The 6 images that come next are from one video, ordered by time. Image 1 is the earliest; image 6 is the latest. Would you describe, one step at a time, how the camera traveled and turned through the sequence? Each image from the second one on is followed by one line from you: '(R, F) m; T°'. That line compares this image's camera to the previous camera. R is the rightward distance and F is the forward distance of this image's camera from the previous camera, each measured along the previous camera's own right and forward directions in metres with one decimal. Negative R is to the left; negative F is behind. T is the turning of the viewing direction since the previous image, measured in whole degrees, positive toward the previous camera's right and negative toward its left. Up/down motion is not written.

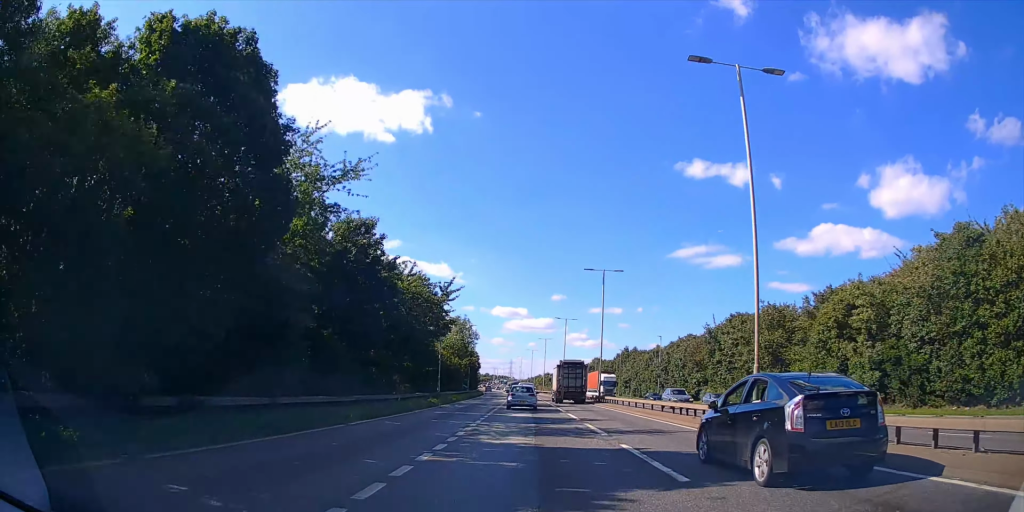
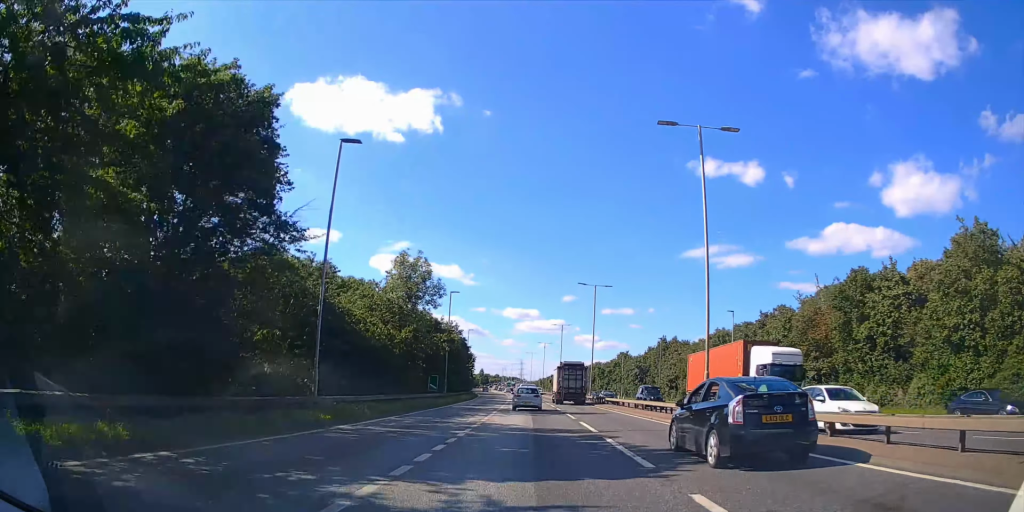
(-0.1, +26.0) m; -1°
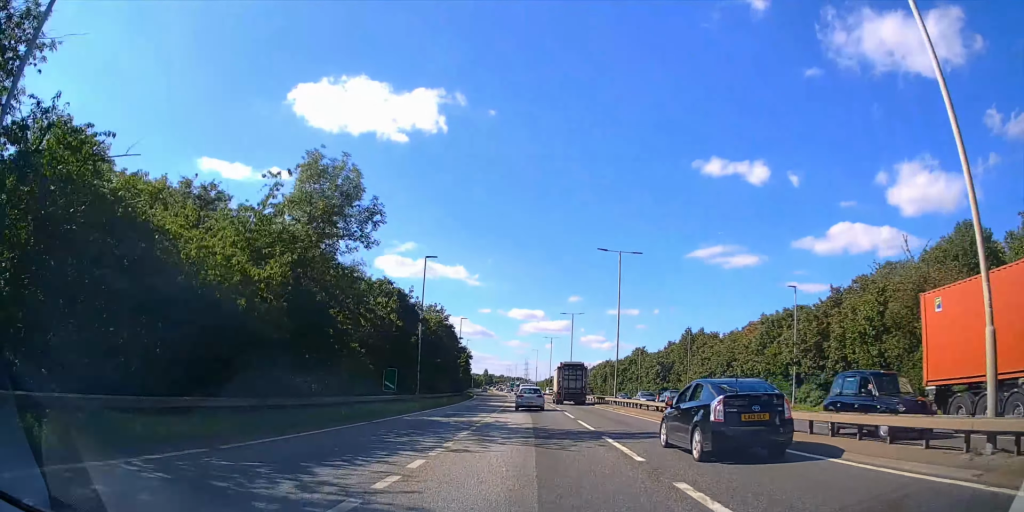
(-0.1, +12.5) m; -1°
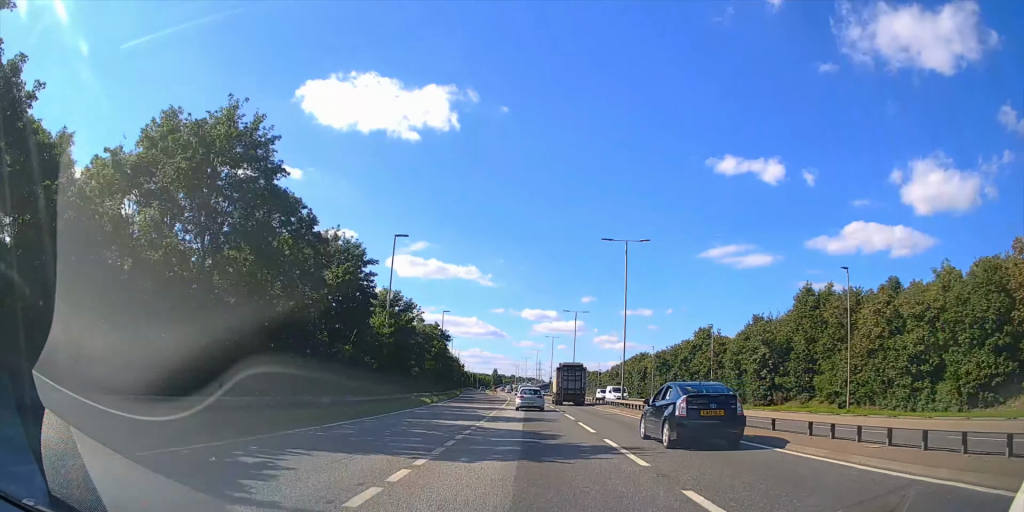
(-0.6, +42.3) m; -2°
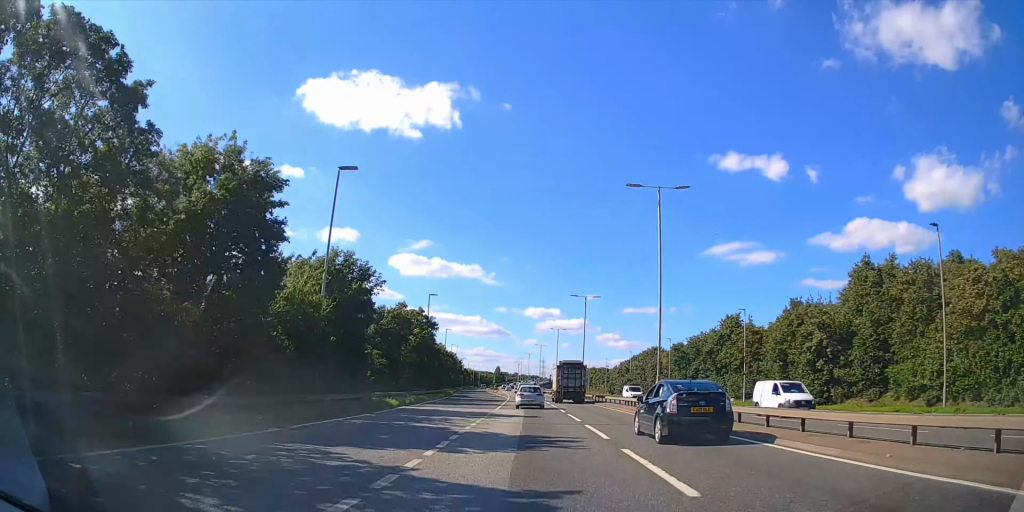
(-0.1, +11.8) m; -1°
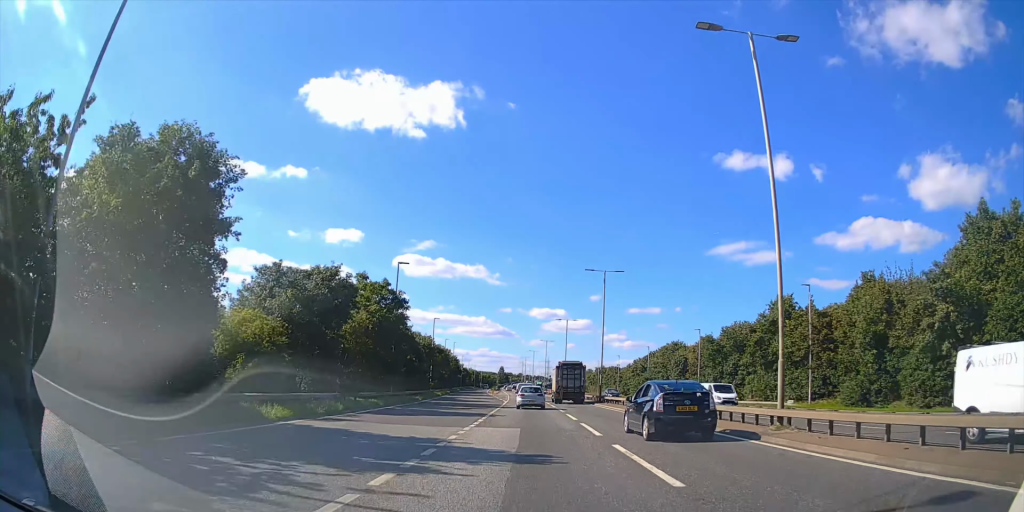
(0.0, +16.3) m; 0°
